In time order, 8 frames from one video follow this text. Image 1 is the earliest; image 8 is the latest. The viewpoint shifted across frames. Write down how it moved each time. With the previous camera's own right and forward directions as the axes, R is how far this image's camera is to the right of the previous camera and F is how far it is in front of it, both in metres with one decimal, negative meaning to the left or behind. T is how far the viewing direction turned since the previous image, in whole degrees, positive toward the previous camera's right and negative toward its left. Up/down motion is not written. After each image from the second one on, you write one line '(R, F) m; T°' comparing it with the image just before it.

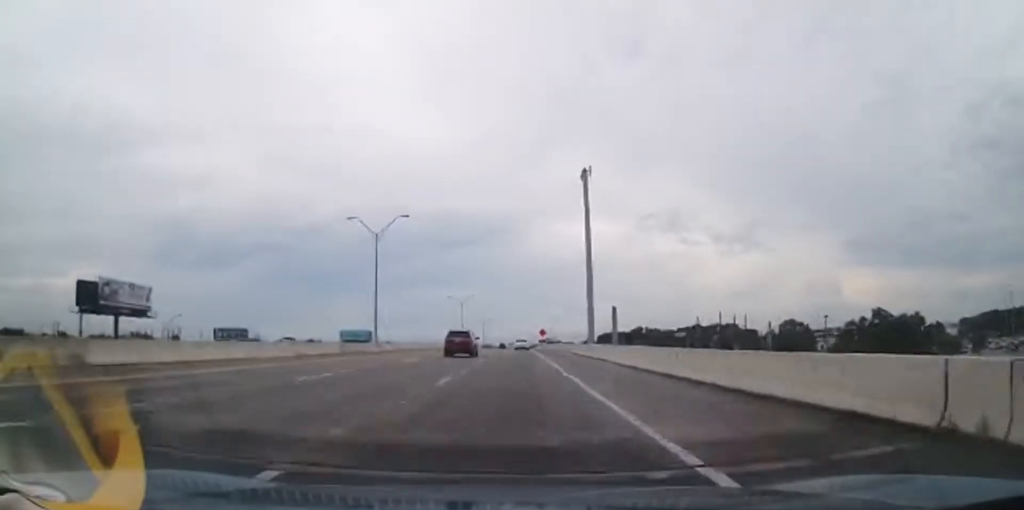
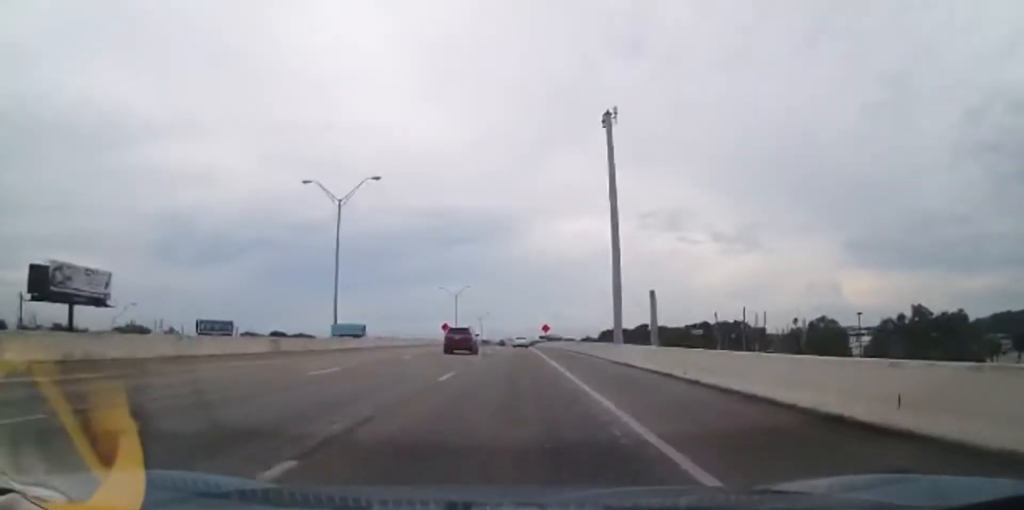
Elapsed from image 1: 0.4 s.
(0.0, +12.0) m; 0°
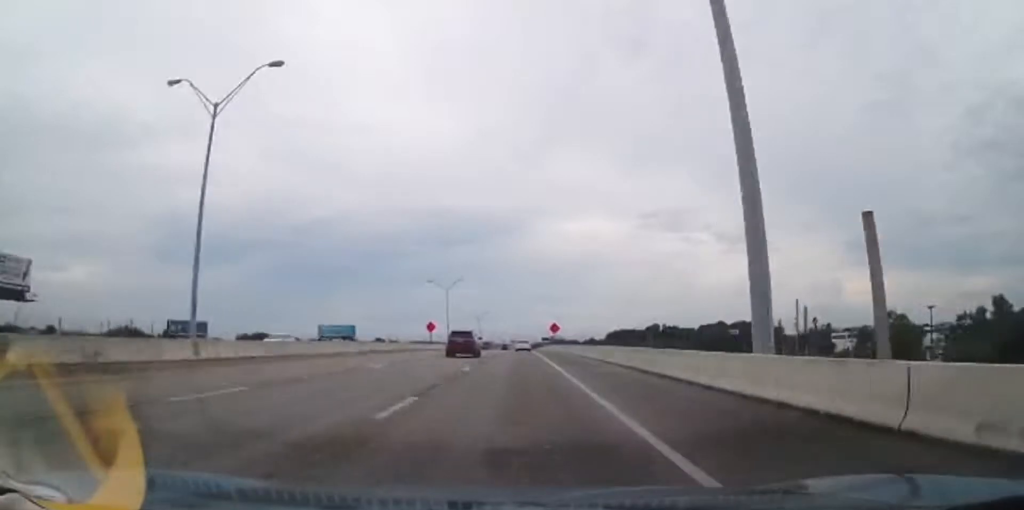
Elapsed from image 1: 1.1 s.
(0.0, +19.4) m; 0°
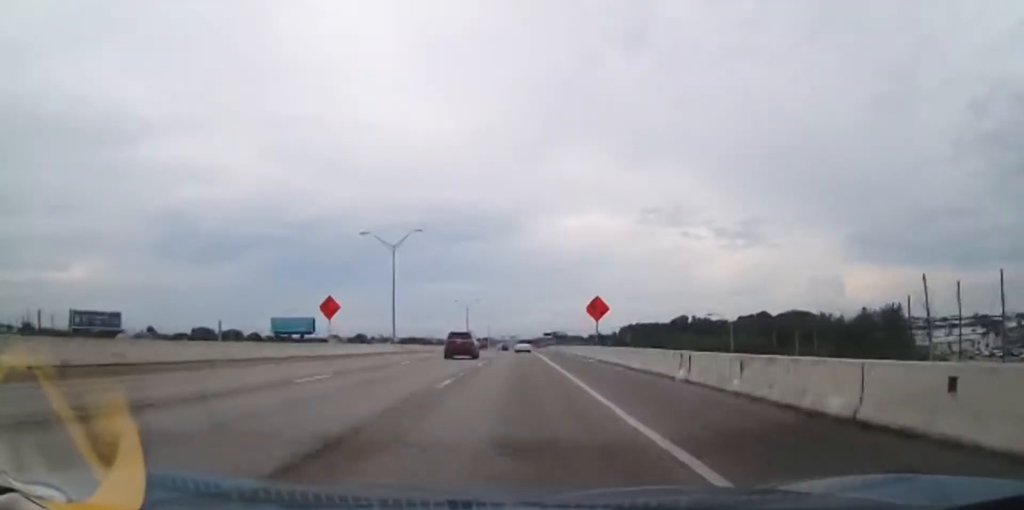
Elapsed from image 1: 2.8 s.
(0.0, +45.2) m; 0°
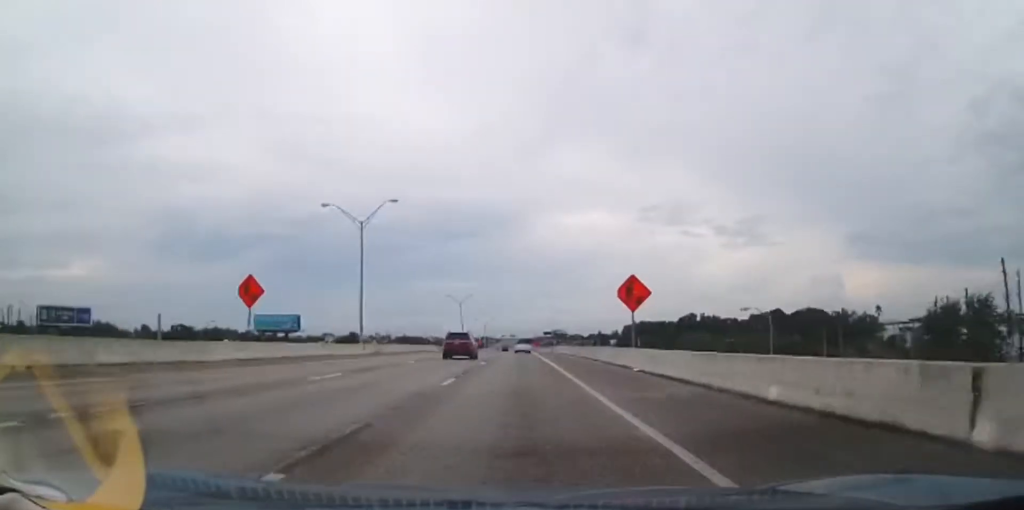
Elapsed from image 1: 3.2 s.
(0.0, +12.0) m; 0°
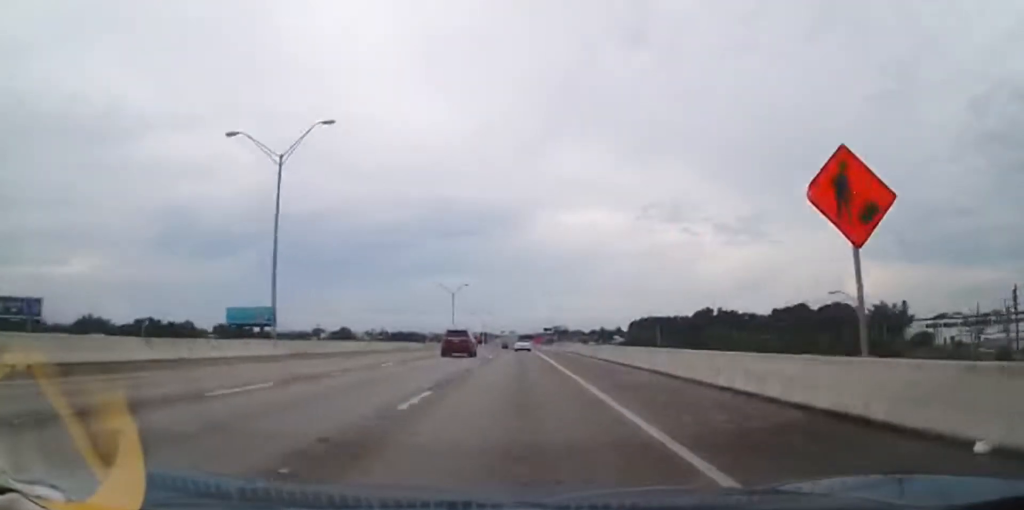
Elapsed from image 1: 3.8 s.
(+0.2, +17.7) m; 0°
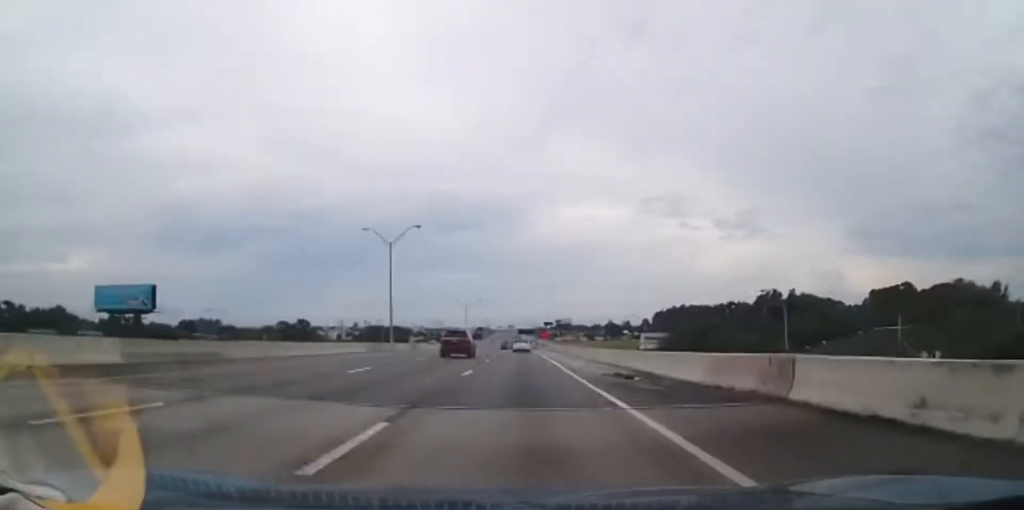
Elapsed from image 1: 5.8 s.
(-0.5, +54.3) m; -1°
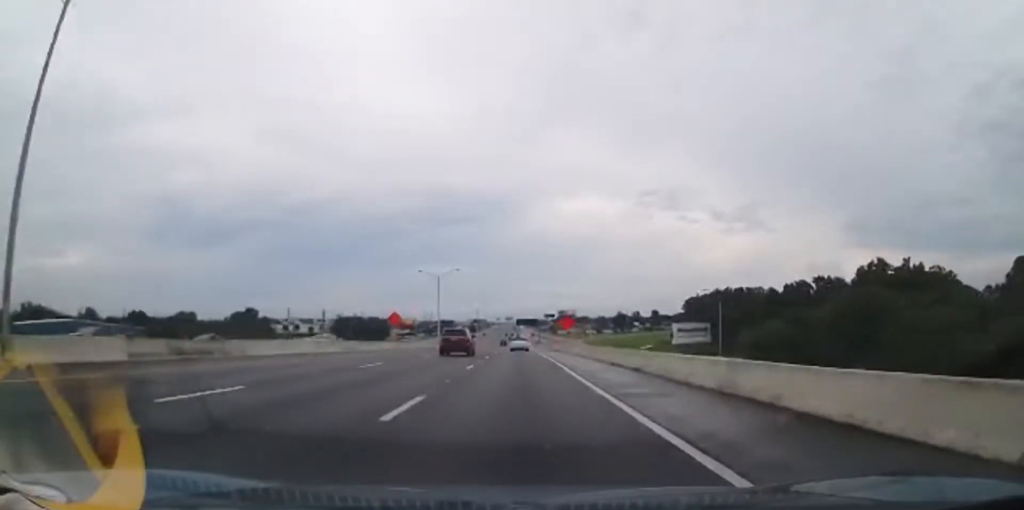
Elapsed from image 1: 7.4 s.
(0.0, +46.9) m; 0°
